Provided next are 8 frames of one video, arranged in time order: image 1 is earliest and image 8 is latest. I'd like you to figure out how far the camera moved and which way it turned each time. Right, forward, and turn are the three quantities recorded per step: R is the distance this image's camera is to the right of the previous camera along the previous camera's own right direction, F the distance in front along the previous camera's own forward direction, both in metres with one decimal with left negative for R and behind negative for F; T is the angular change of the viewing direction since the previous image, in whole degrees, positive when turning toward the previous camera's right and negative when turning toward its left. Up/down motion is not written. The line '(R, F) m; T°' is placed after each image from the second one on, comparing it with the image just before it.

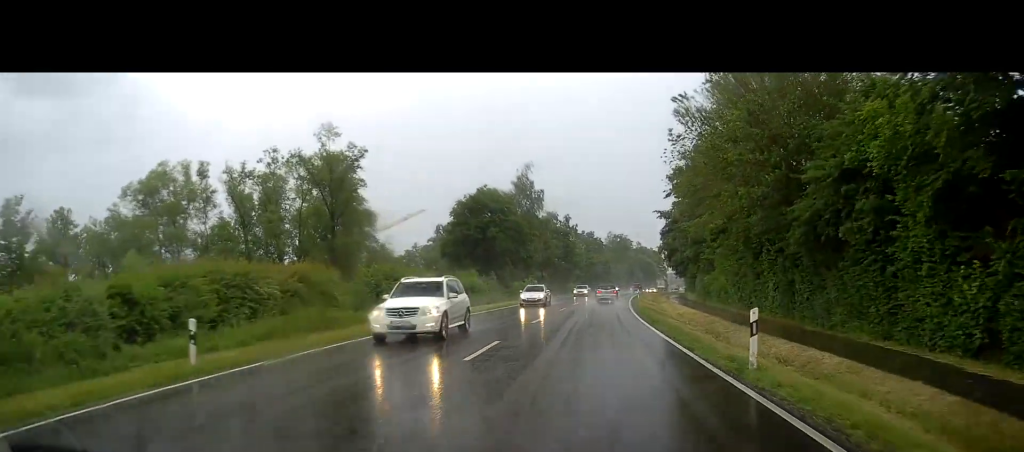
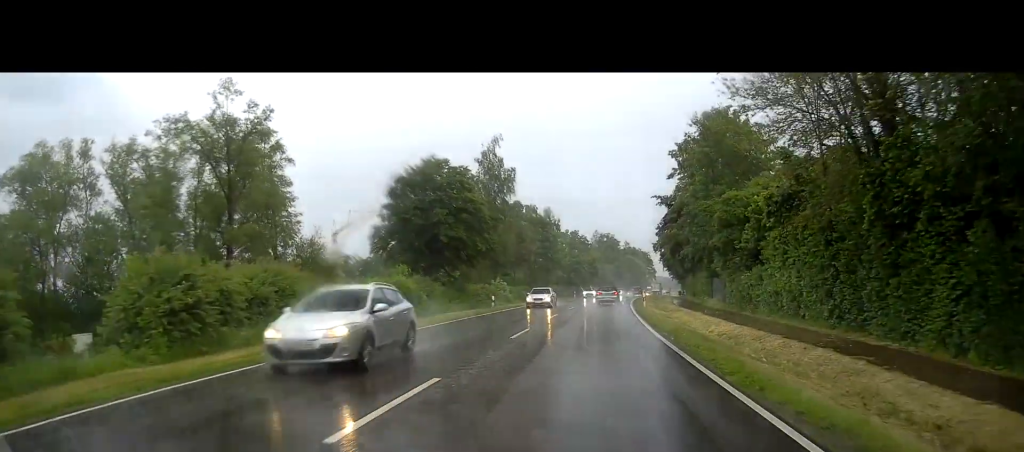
(+0.2, +18.3) m; +1°
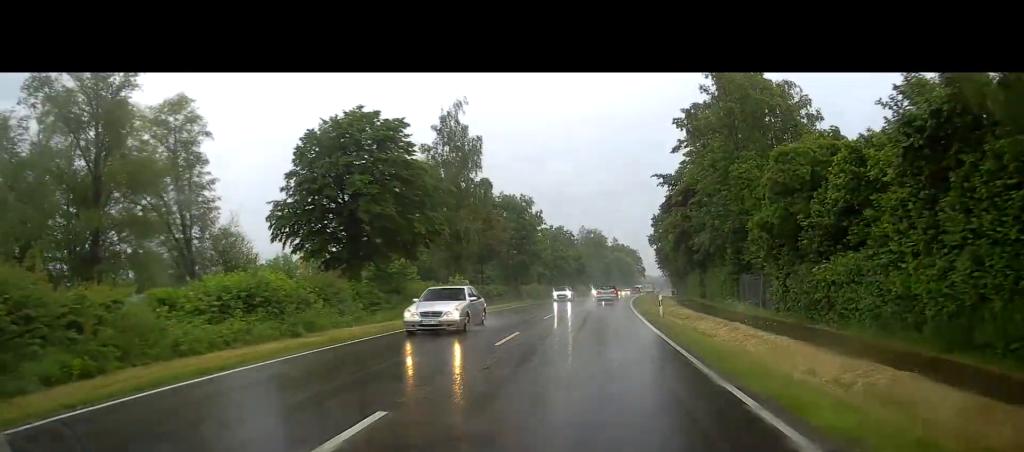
(0.0, +14.6) m; 0°
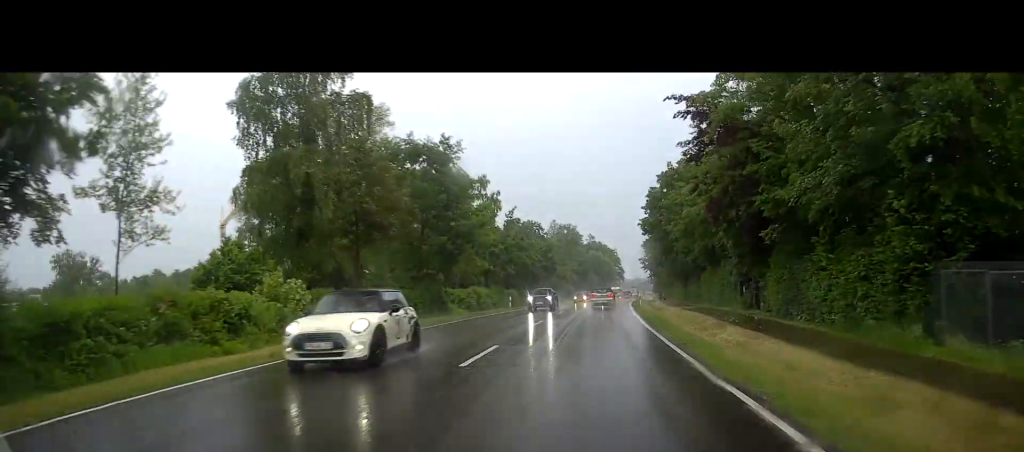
(+0.2, +27.4) m; +2°
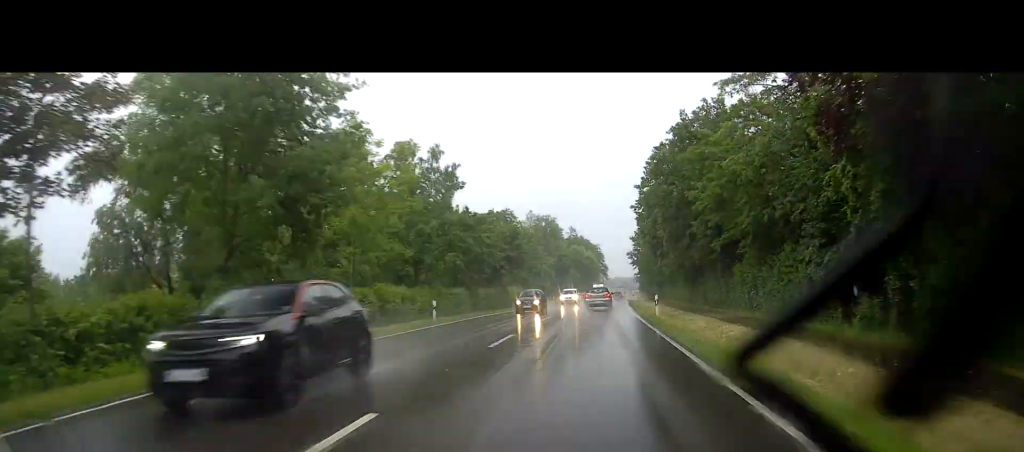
(+0.5, +20.2) m; +3°
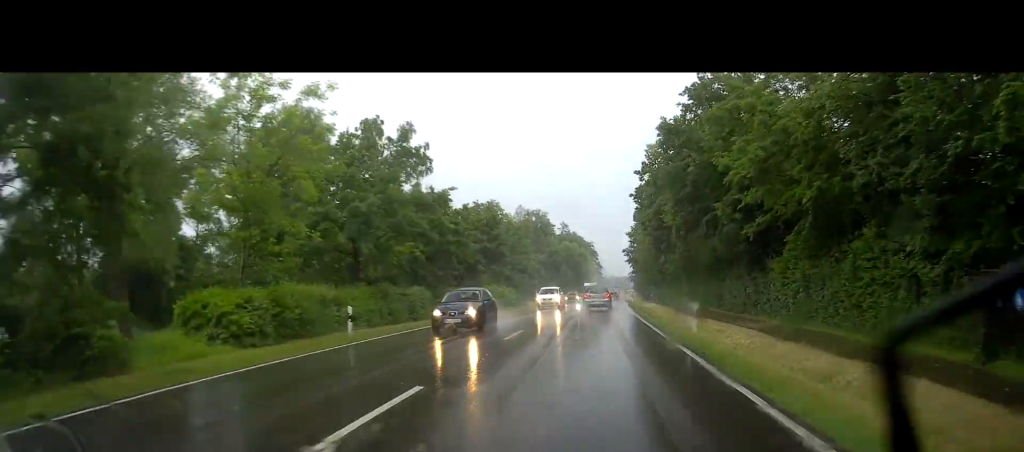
(+0.3, +10.0) m; +1°
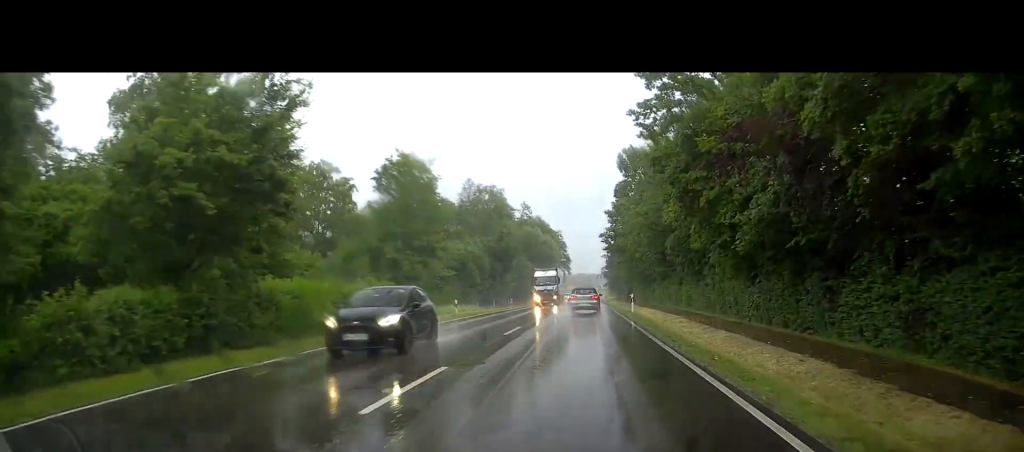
(+0.5, +34.3) m; +1°
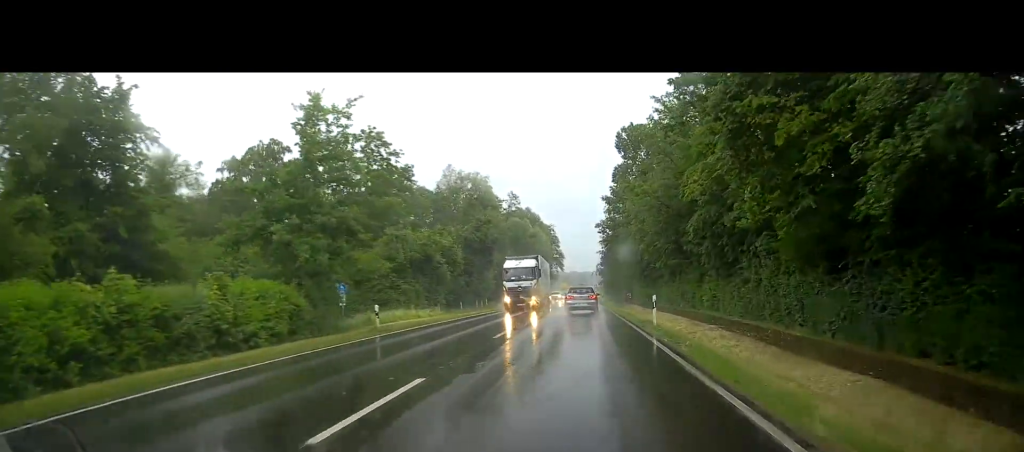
(+0.1, +13.5) m; 0°
